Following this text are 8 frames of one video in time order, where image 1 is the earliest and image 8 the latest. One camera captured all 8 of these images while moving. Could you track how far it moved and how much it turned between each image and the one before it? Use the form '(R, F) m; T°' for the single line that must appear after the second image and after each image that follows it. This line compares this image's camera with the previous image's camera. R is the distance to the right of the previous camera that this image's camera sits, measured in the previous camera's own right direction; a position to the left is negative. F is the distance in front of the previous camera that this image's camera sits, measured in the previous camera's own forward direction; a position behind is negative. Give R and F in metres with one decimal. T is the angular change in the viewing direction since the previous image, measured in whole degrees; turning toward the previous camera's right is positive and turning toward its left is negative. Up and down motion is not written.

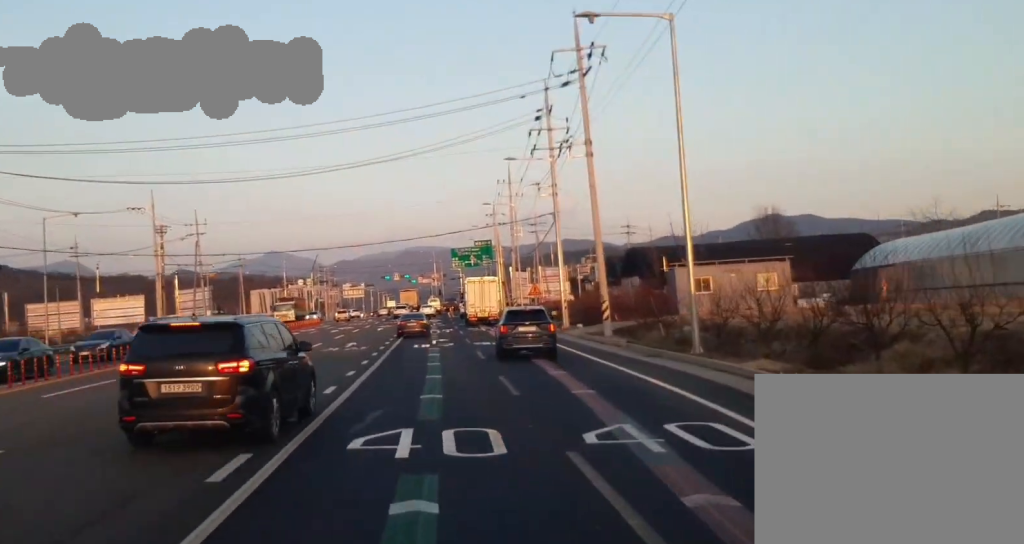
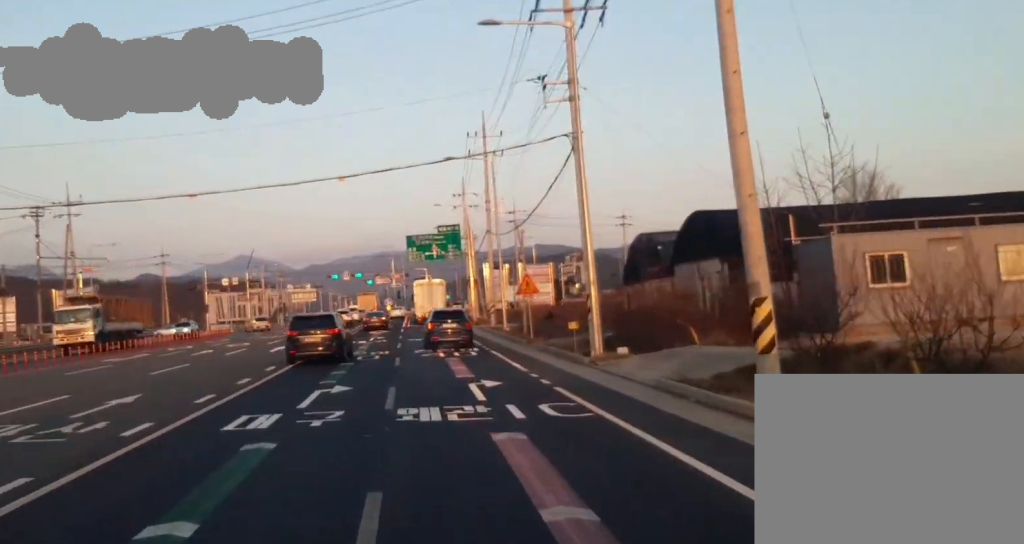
(+0.5, +28.3) m; +1°
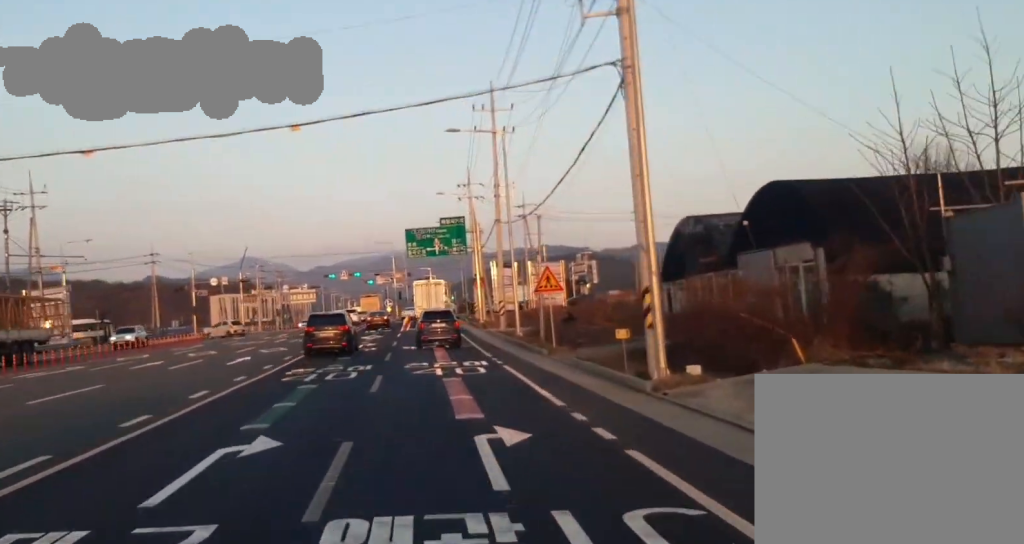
(0.0, +9.0) m; 0°
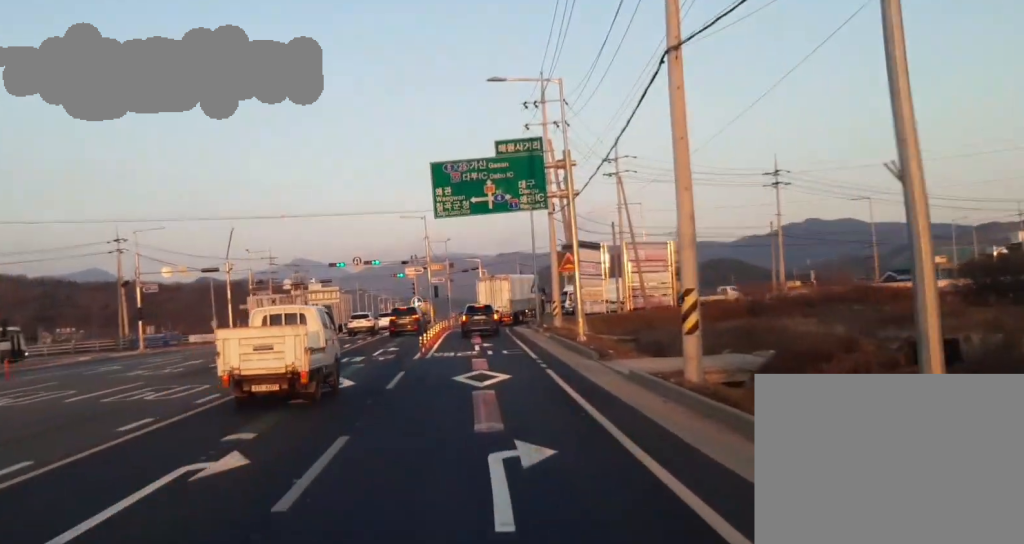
(0.0, +37.7) m; -1°
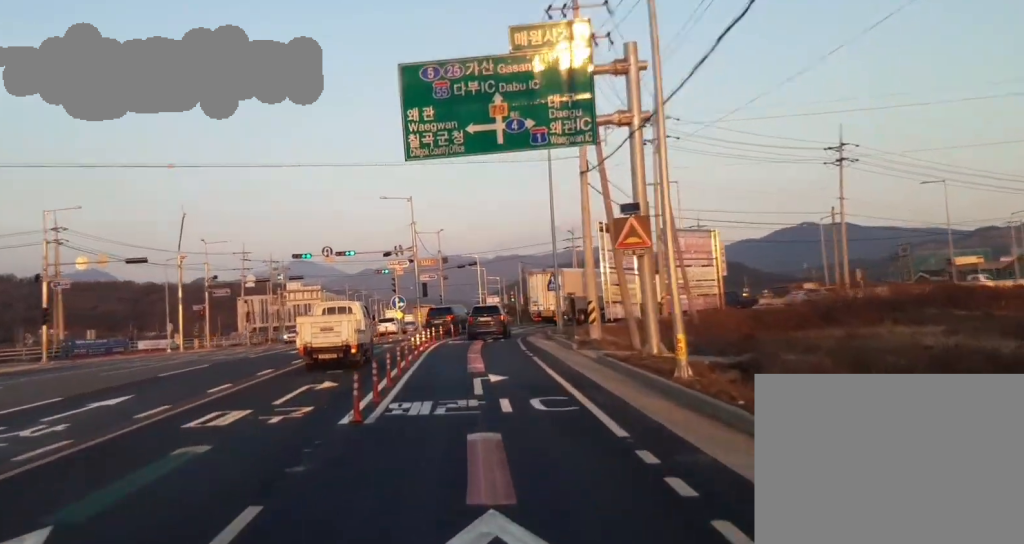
(-0.1, +17.9) m; 0°
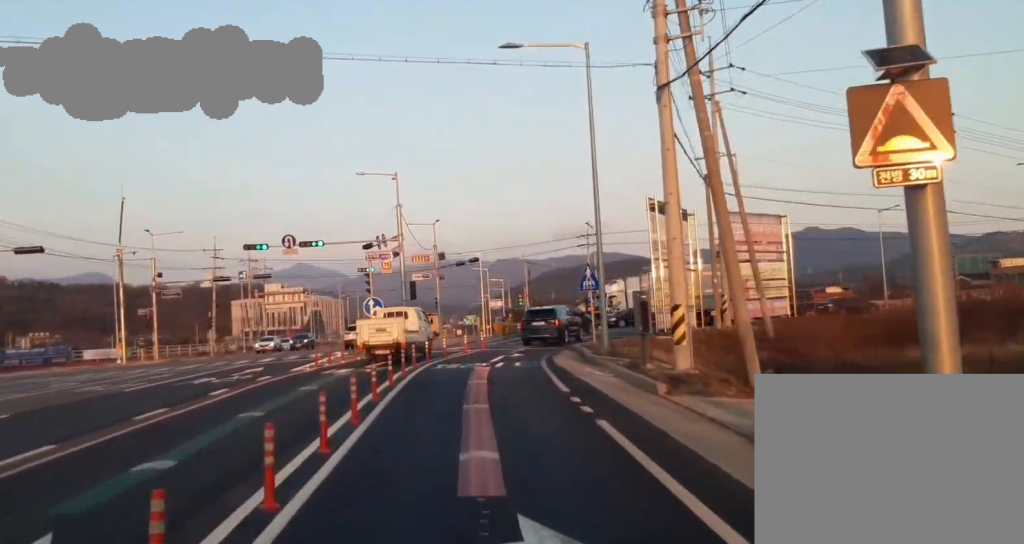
(-0.1, +16.2) m; 0°
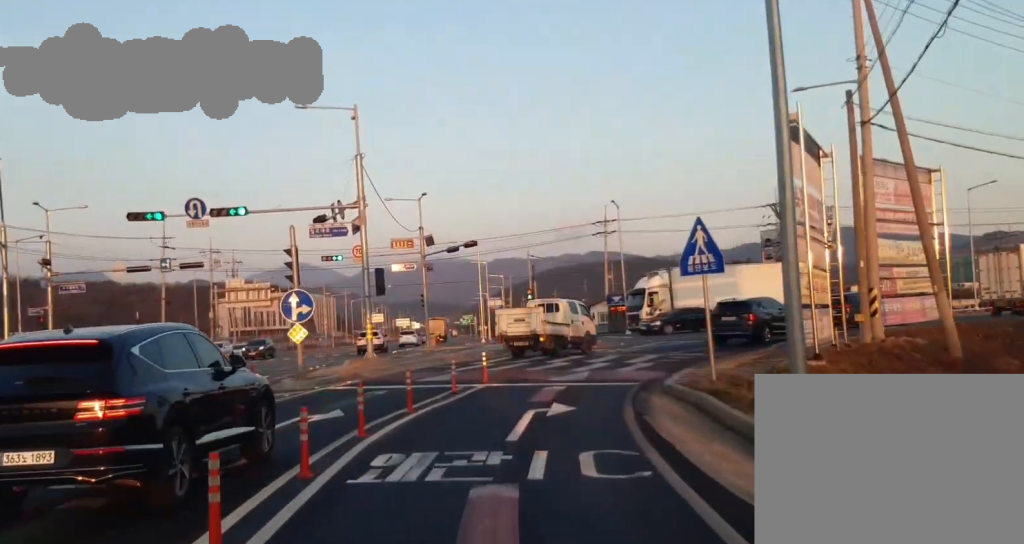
(+0.1, +19.6) m; +1°
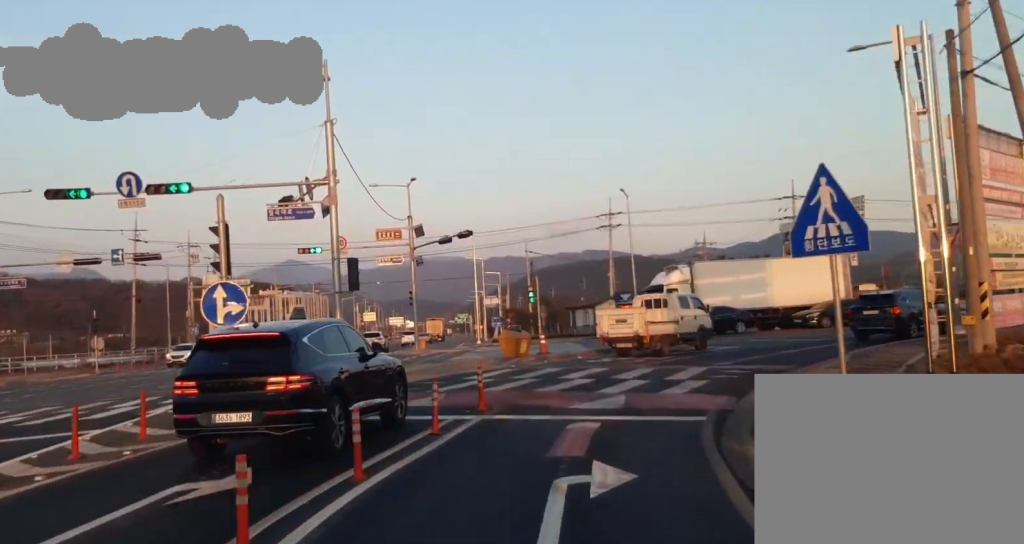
(0.0, +7.2) m; +1°
